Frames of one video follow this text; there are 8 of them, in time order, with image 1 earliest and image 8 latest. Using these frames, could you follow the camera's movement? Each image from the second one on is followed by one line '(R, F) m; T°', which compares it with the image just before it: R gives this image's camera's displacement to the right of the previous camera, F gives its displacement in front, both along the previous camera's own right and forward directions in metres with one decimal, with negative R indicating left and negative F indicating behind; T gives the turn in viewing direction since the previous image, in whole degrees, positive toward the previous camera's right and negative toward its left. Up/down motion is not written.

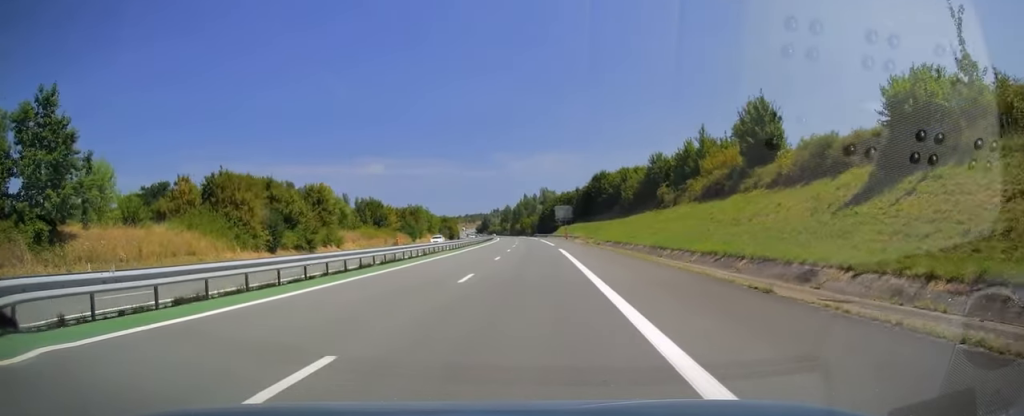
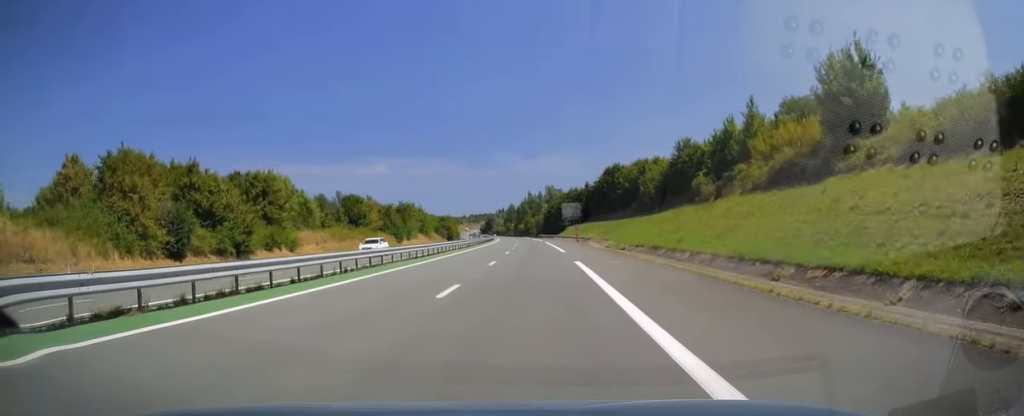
(-0.1, +16.7) m; -1°
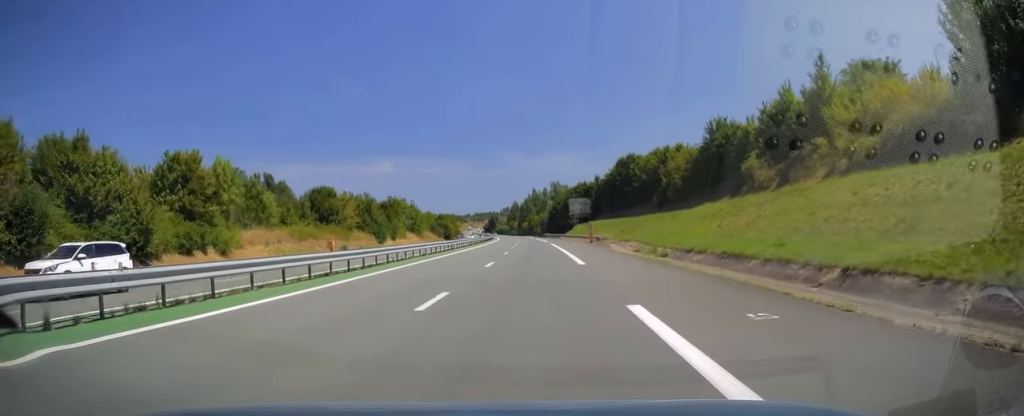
(+0.1, +15.3) m; -1°
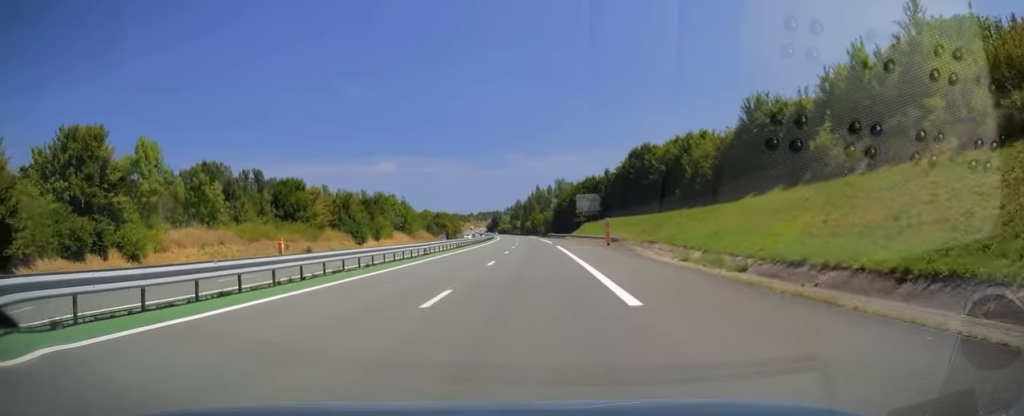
(-0.2, +12.8) m; 0°
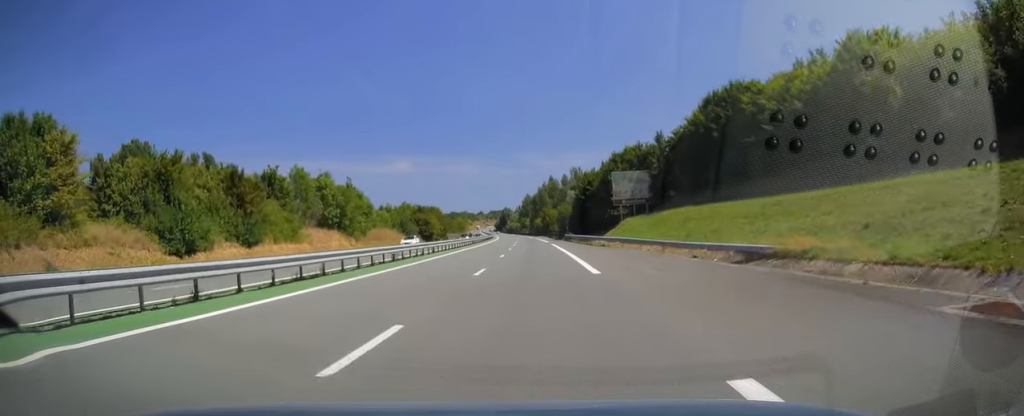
(-0.5, +44.3) m; -1°
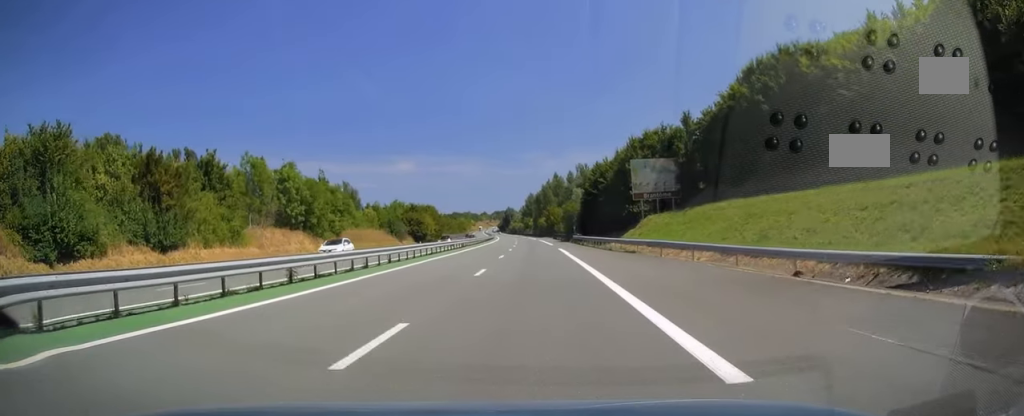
(-0.1, +12.8) m; 0°
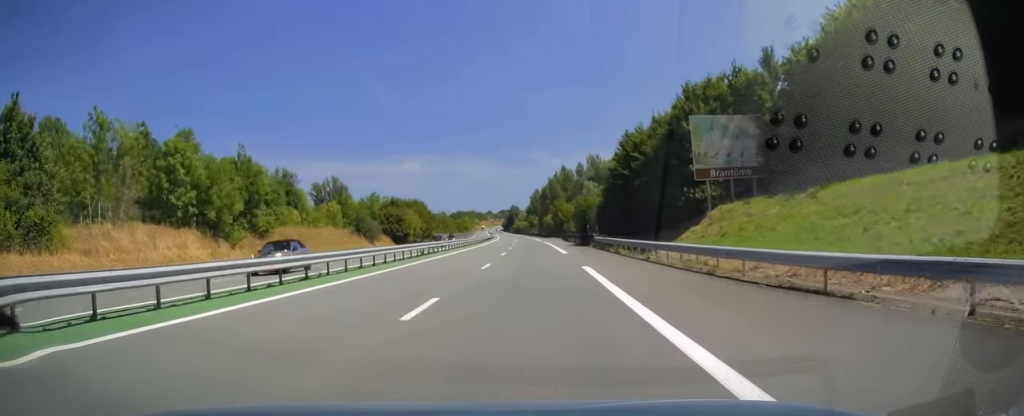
(-0.1, +22.6) m; -1°
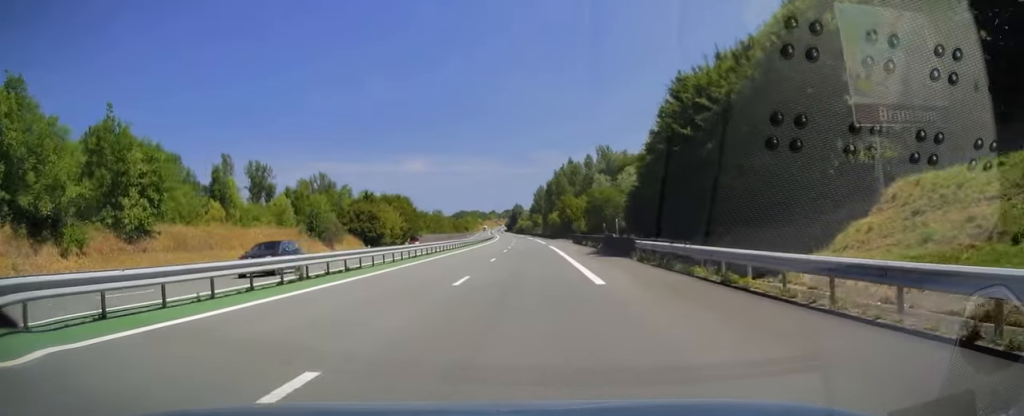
(-0.2, +19.7) m; 0°
